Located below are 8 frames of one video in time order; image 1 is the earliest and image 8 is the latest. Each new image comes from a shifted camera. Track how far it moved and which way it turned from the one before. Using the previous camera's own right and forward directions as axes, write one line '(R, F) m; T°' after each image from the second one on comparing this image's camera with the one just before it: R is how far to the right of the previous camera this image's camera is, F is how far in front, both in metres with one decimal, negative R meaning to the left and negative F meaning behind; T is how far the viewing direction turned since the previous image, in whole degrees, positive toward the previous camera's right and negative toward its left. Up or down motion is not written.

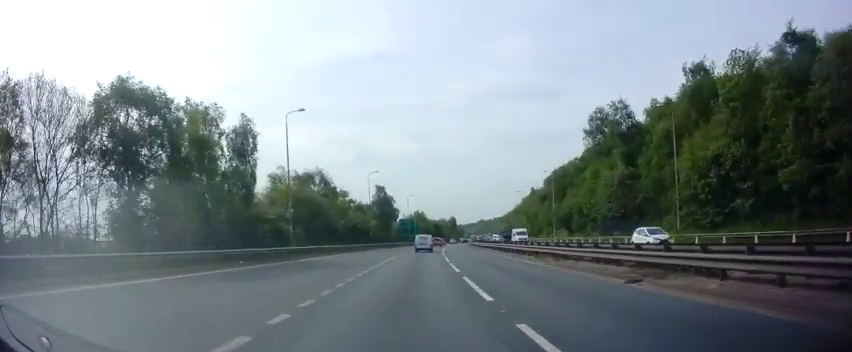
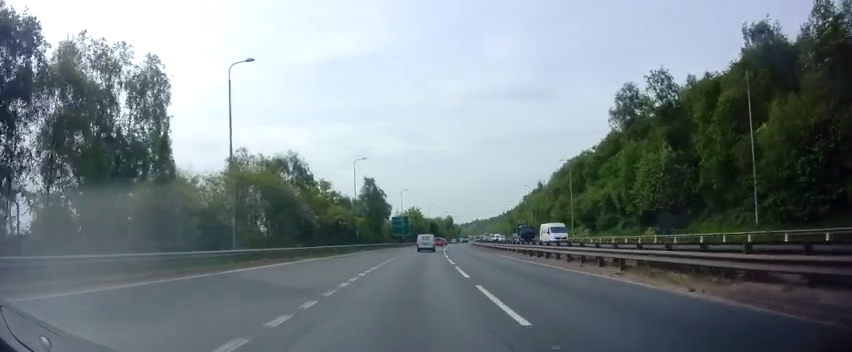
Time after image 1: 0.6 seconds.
(0.0, +12.1) m; 0°
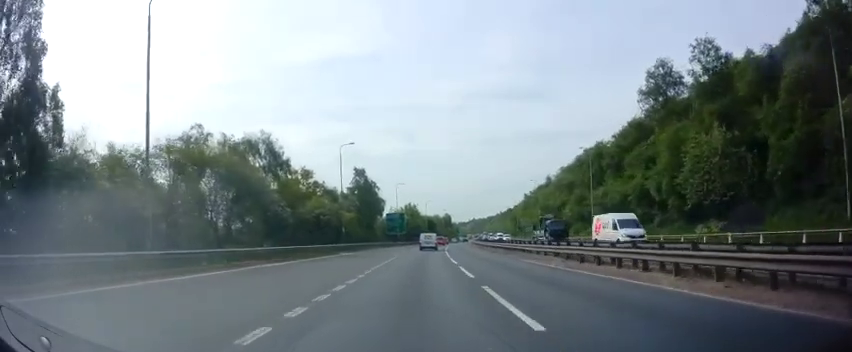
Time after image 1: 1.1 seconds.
(-0.1, +9.5) m; 0°
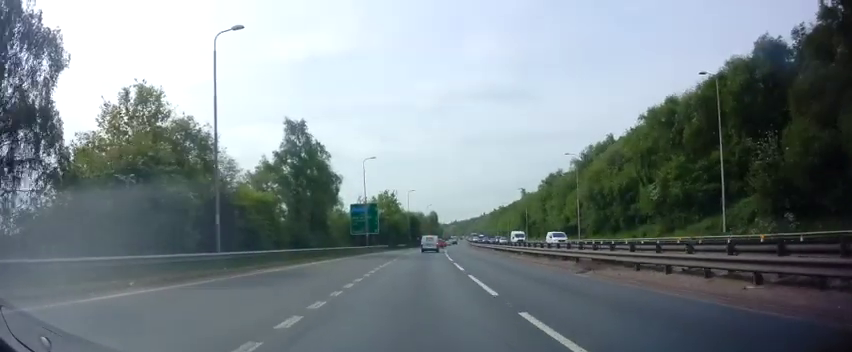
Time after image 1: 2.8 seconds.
(+0.9, +31.5) m; +3°
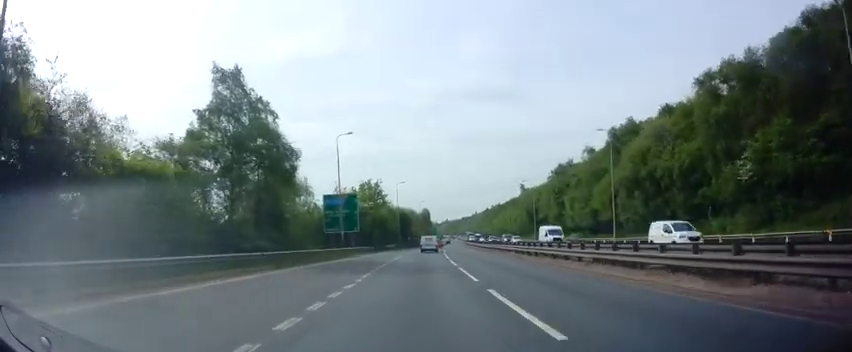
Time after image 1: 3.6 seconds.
(+0.1, +14.4) m; +1°
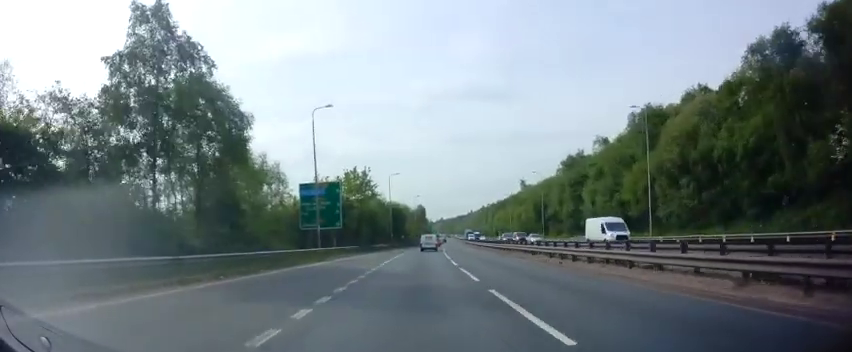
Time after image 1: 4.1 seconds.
(+0.2, +9.3) m; +1°
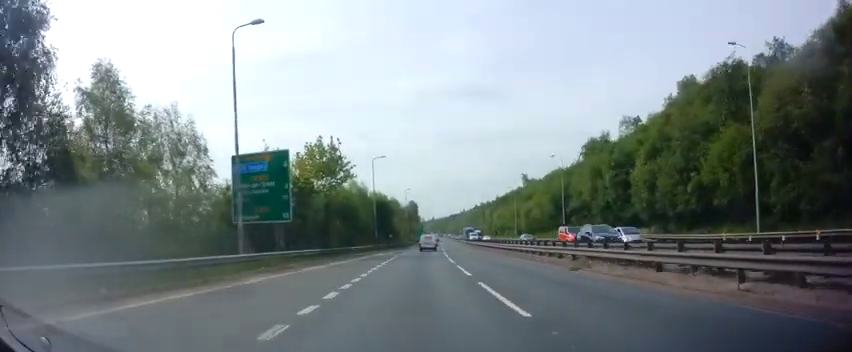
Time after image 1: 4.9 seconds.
(+0.1, +15.9) m; +1°
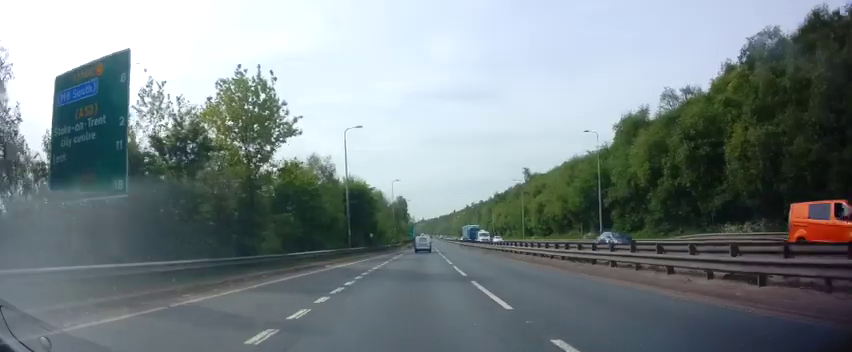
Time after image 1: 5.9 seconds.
(+0.1, +16.9) m; +1°
